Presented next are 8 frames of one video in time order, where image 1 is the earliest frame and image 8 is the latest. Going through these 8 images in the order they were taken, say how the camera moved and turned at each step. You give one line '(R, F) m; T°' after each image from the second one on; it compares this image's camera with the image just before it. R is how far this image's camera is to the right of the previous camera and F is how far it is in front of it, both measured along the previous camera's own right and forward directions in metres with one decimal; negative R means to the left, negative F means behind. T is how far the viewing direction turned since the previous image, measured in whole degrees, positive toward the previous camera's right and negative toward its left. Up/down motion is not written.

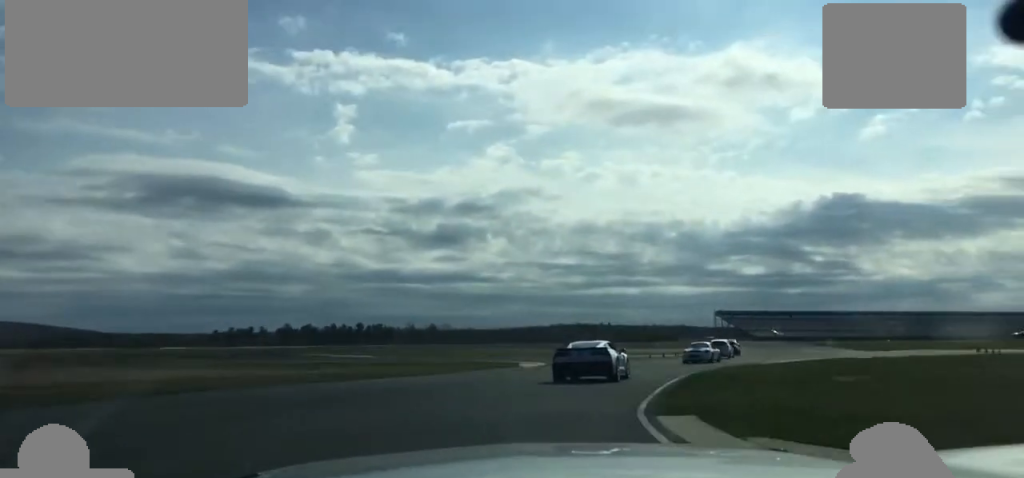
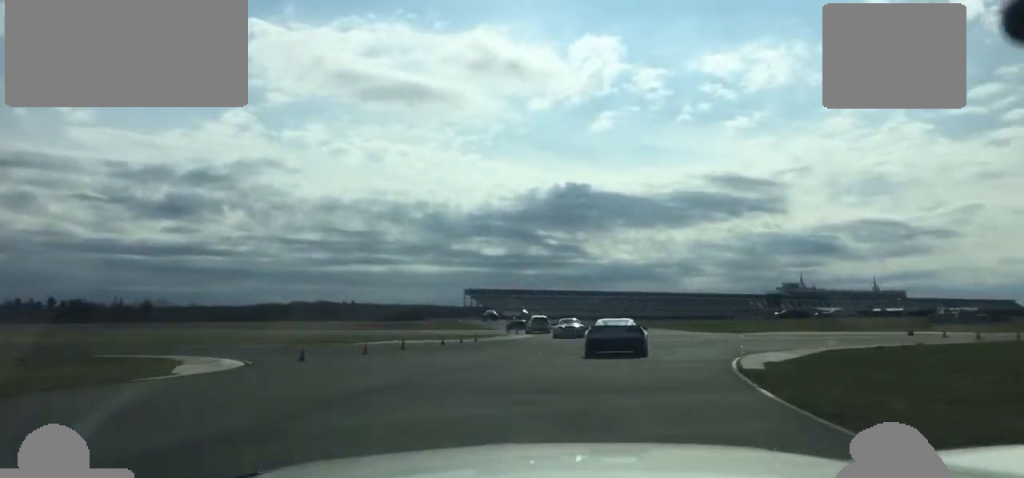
(+4.6, +31.5) m; +14°
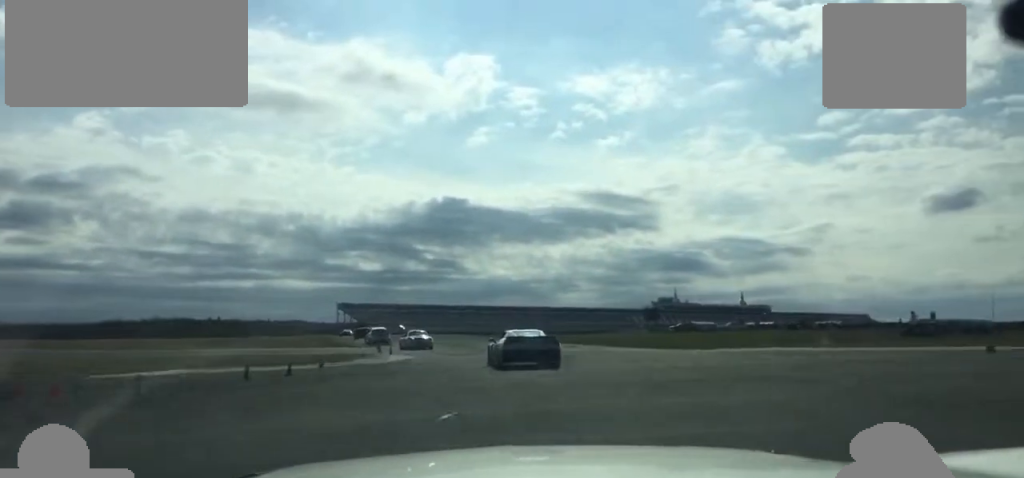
(+1.2, +19.8) m; +3°
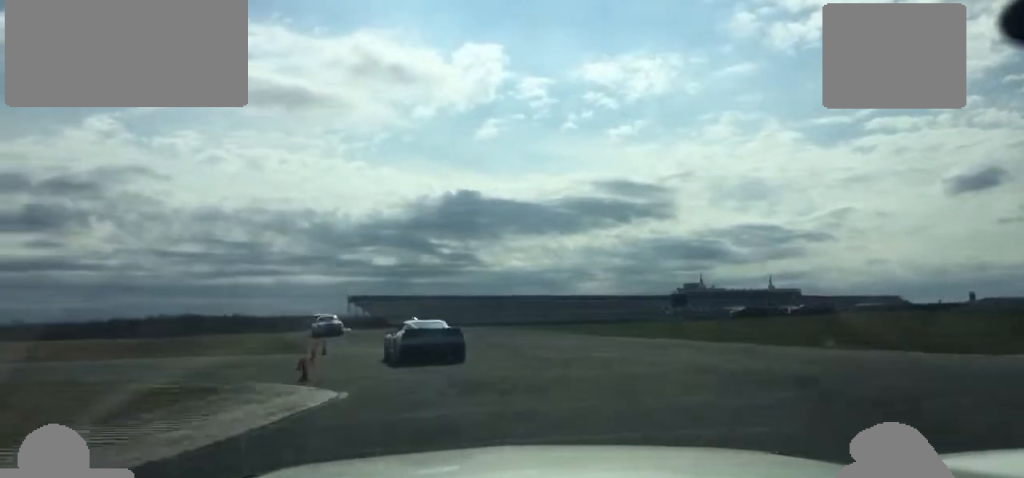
(+0.4, +27.5) m; -1°
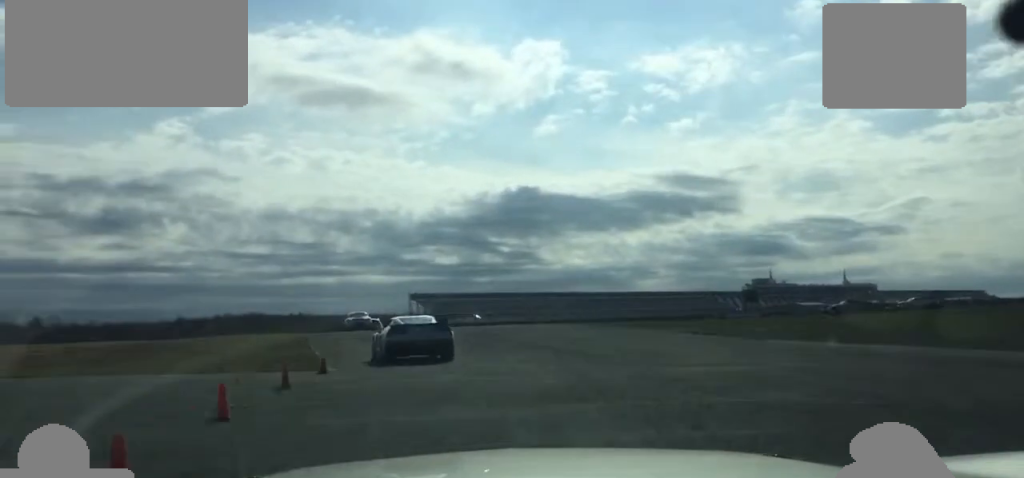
(+0.1, +12.9) m; -2°
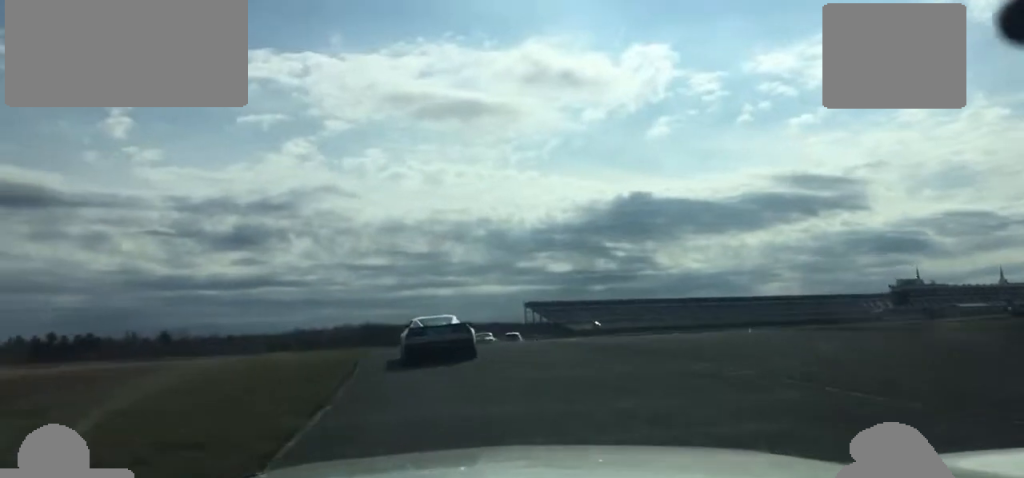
(-1.1, +21.3) m; -4°
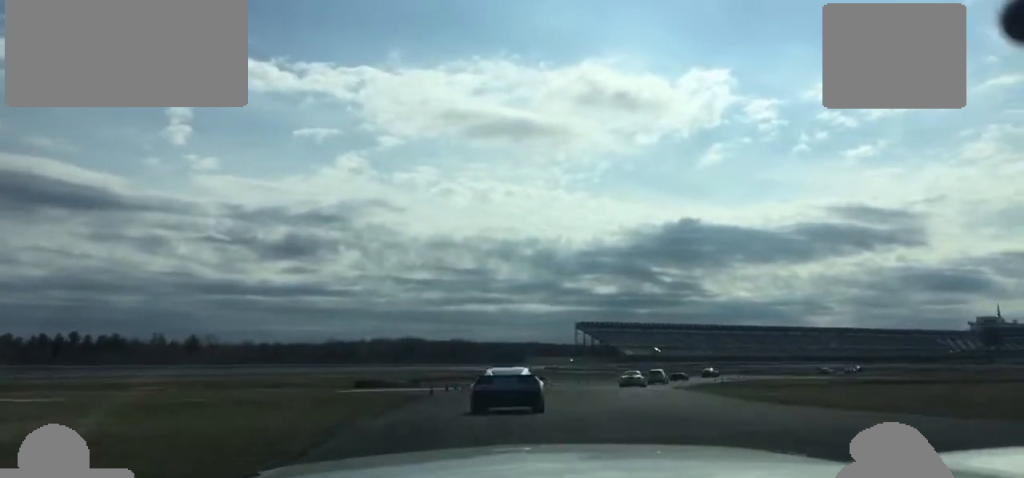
(-1.7, +30.5) m; -1°
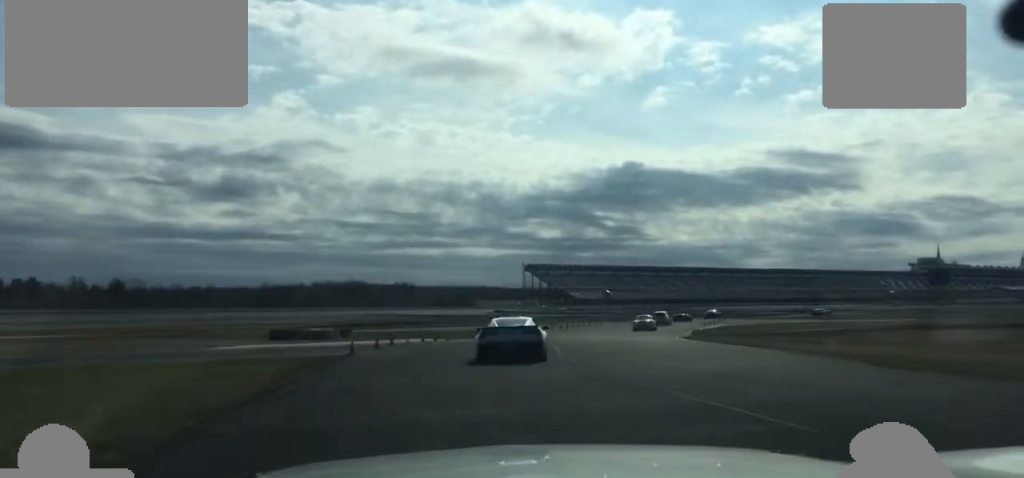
(+0.4, +16.6) m; +4°
